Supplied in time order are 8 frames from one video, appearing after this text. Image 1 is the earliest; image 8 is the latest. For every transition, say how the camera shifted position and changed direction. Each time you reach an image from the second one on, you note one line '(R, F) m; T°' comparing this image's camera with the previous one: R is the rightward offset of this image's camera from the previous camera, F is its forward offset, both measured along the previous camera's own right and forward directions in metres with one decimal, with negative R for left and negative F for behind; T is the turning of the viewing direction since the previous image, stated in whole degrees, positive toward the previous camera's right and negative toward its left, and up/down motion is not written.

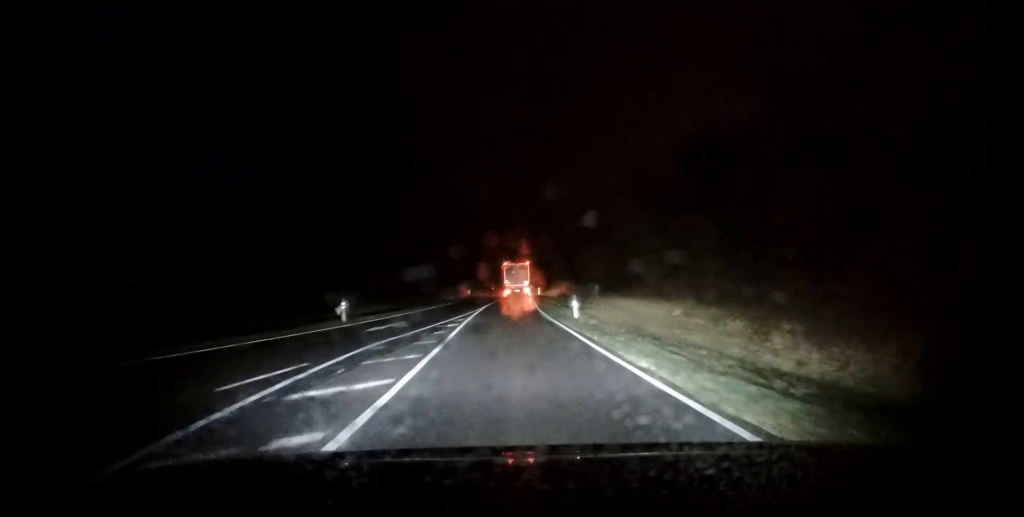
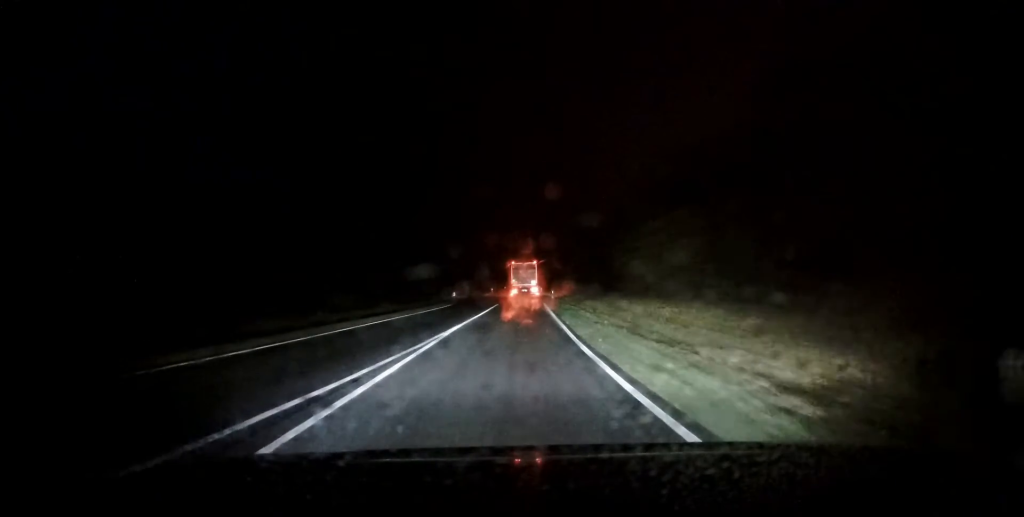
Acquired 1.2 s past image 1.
(+0.4, +21.3) m; +1°
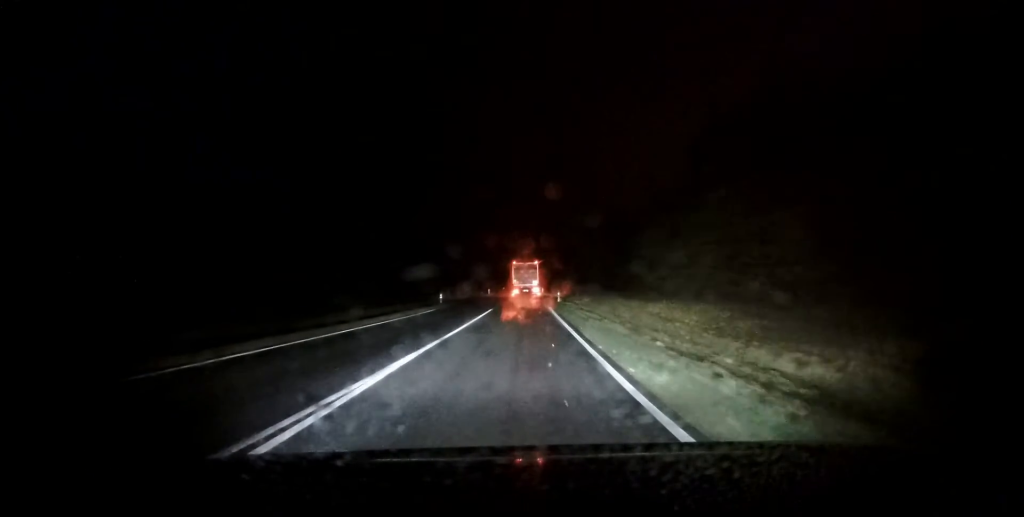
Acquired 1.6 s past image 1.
(+0.2, +8.5) m; 0°
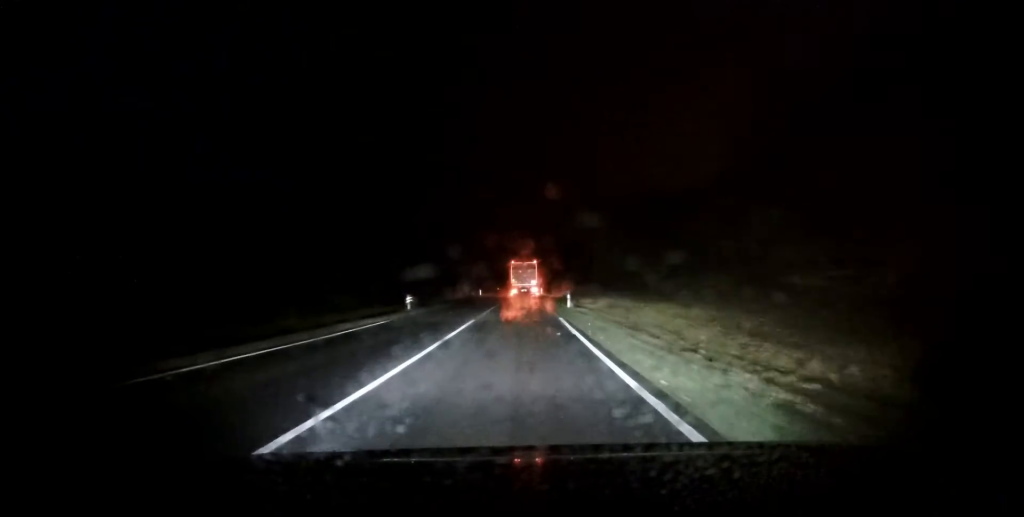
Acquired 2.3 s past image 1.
(-0.3, +11.6) m; 0°
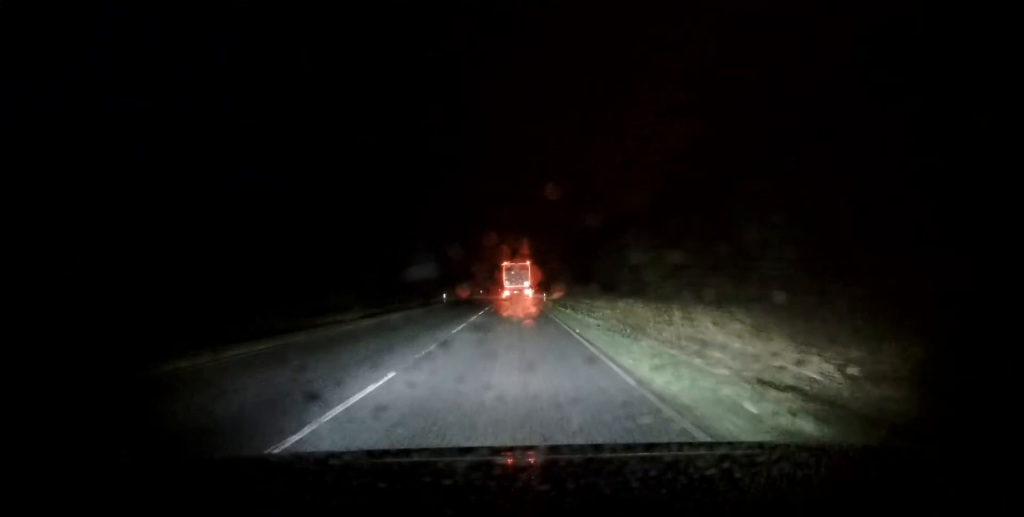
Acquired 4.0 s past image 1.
(+0.6, +31.7) m; +1°
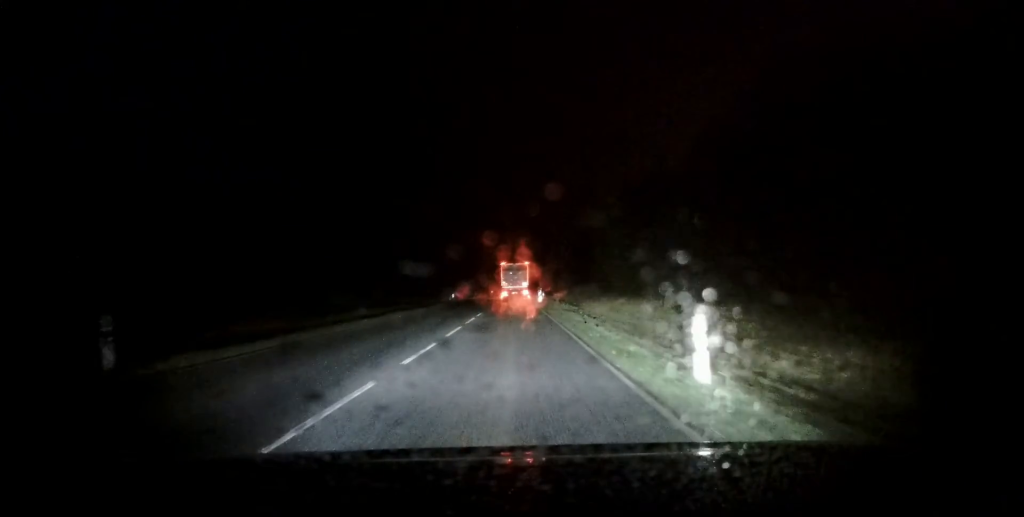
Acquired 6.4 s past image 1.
(-0.6, +42.6) m; -1°
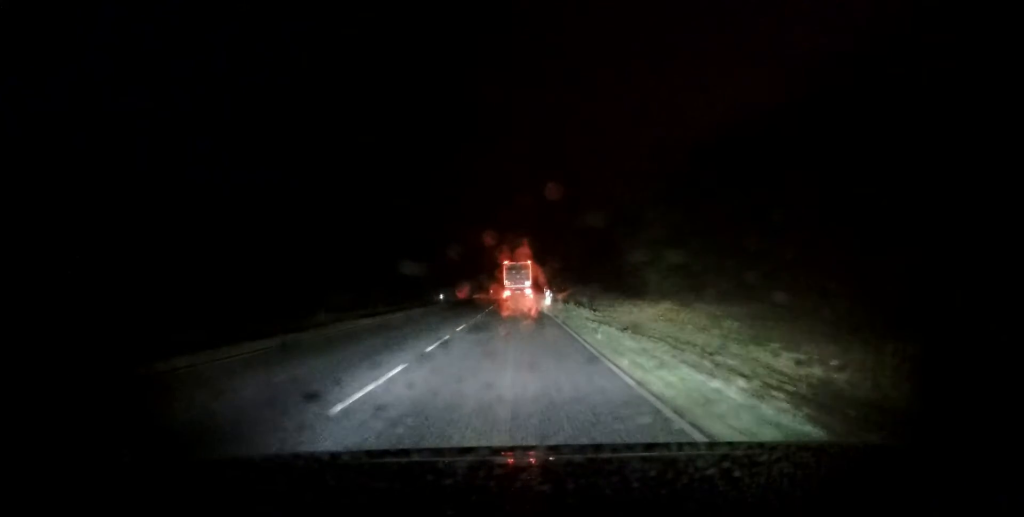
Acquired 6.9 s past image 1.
(+0.1, +10.2) m; 0°
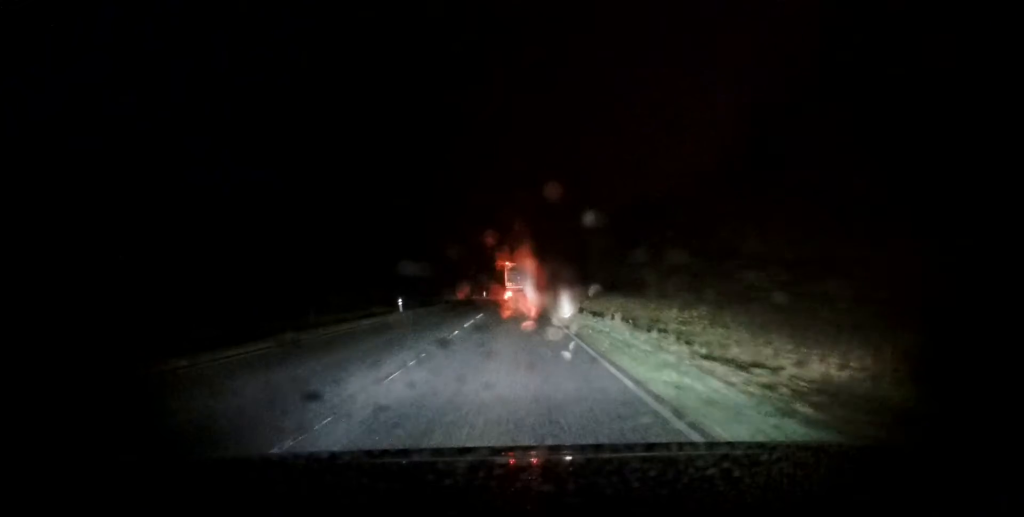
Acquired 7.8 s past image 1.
(0.0, +16.1) m; -1°
